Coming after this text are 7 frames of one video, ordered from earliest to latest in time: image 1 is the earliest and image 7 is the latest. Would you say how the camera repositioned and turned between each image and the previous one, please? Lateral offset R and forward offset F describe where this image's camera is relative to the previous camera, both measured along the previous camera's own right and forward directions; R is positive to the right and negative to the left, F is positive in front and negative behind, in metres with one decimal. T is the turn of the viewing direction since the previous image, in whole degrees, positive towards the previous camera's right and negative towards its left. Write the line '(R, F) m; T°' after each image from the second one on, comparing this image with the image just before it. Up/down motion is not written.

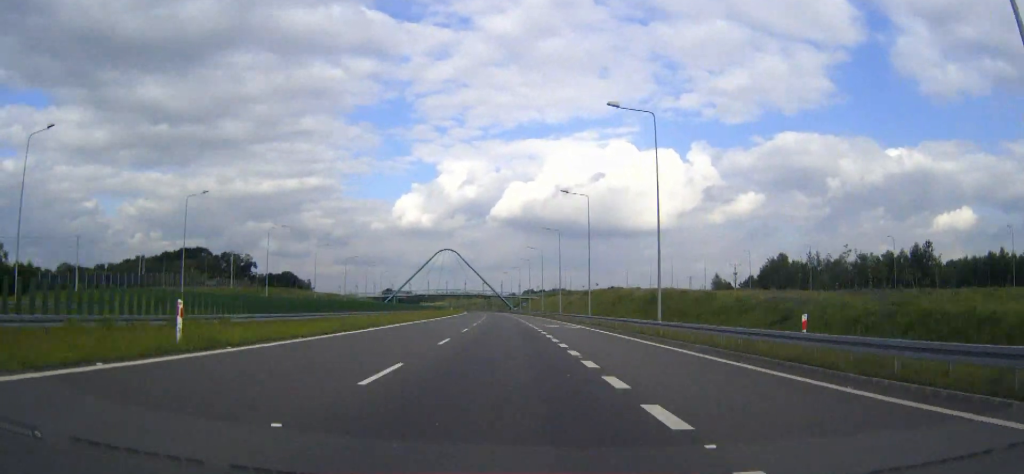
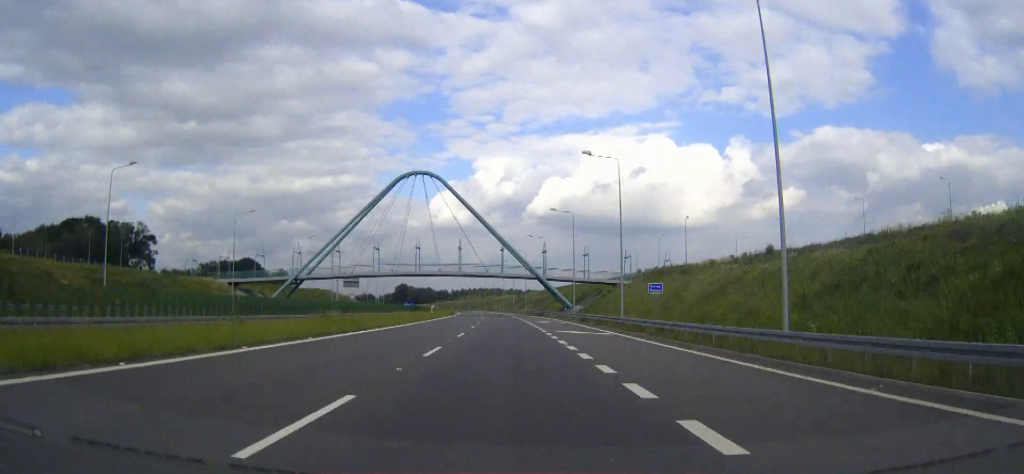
(-2.7, +137.5) m; -3°
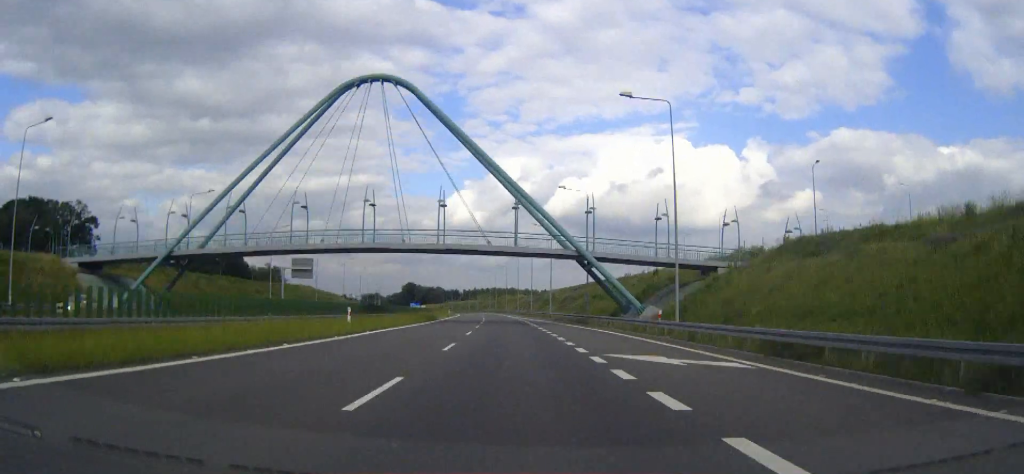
(-0.5, +45.3) m; -1°
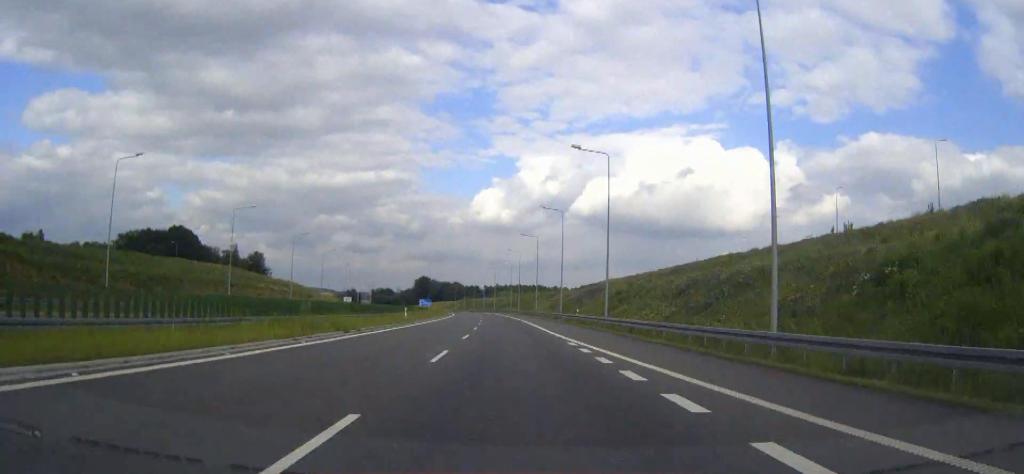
(-1.4, +76.8) m; -2°
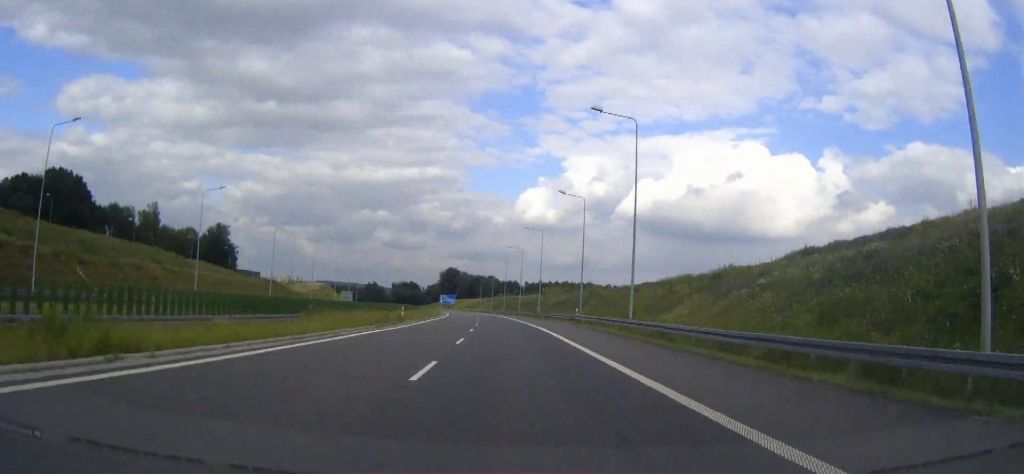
(-2.5, +100.5) m; -3°
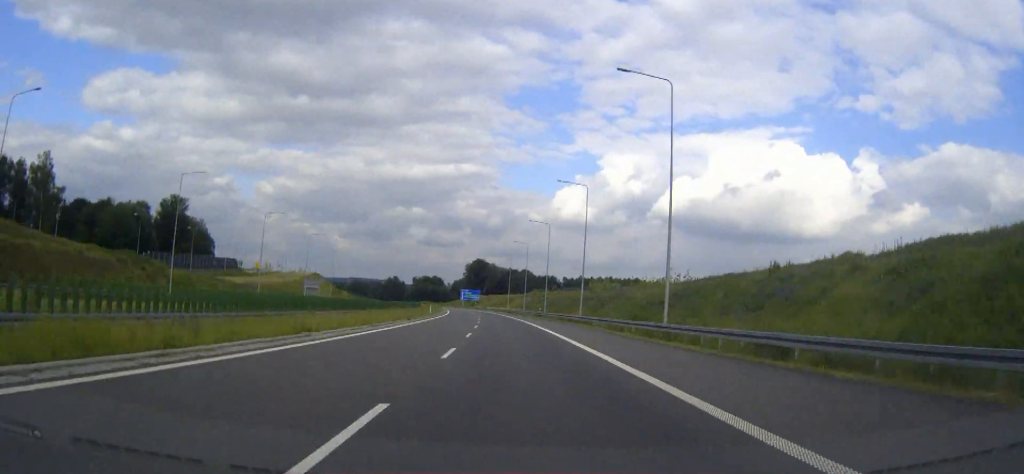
(-1.7, +66.7) m; -3°
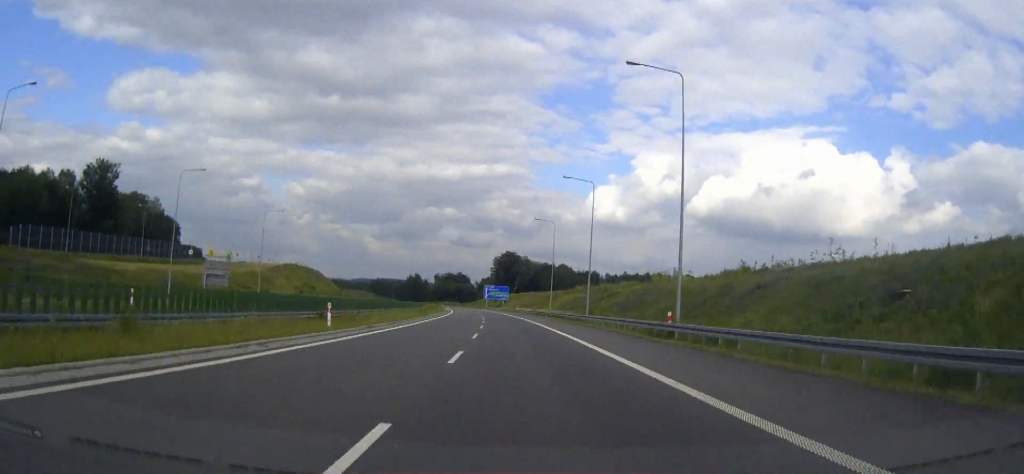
(-1.2, +61.2) m; -2°
